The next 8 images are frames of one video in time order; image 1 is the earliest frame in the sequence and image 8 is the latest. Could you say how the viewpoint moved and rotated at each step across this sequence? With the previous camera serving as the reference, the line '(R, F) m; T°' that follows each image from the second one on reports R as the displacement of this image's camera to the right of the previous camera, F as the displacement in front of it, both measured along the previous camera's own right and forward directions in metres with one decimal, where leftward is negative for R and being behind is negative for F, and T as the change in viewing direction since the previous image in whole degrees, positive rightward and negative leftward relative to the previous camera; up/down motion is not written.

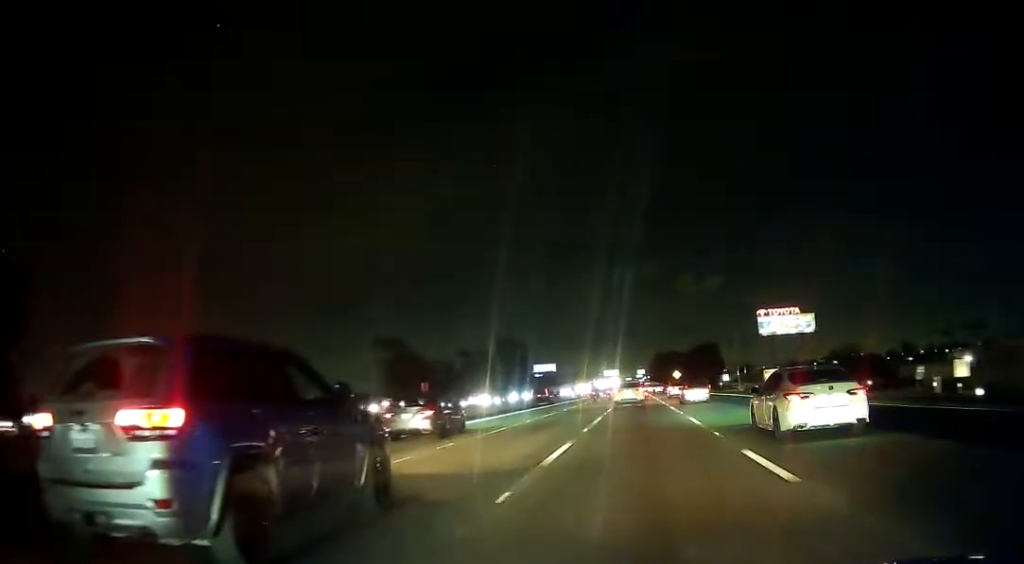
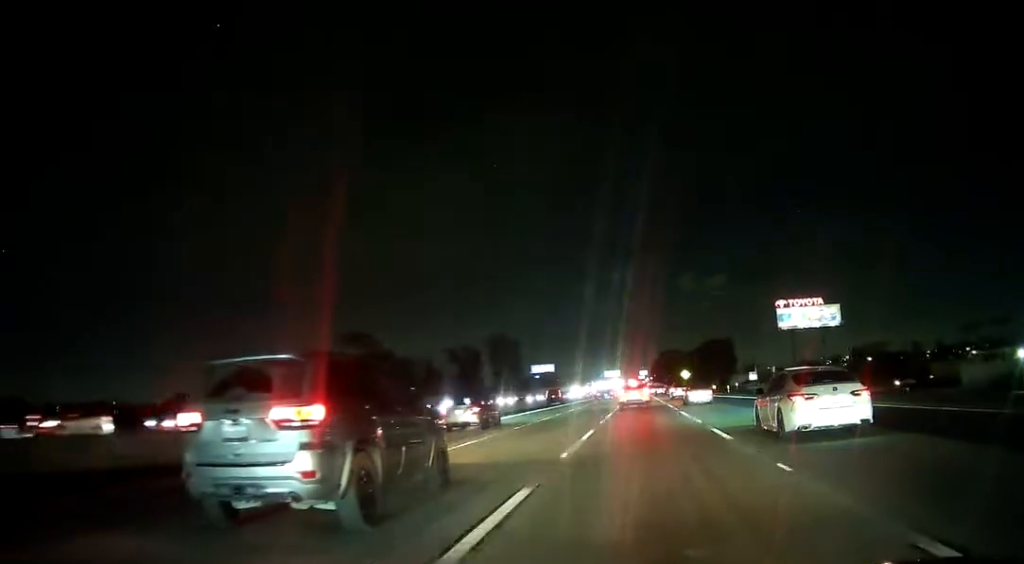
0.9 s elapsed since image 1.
(-0.1, +22.7) m; 0°
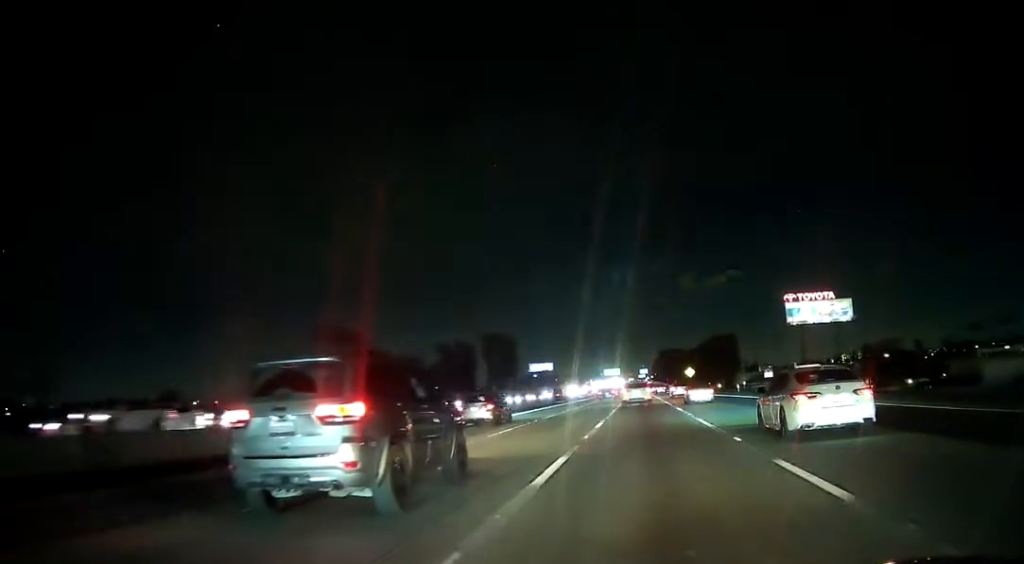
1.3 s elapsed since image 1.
(+0.2, +9.8) m; 0°
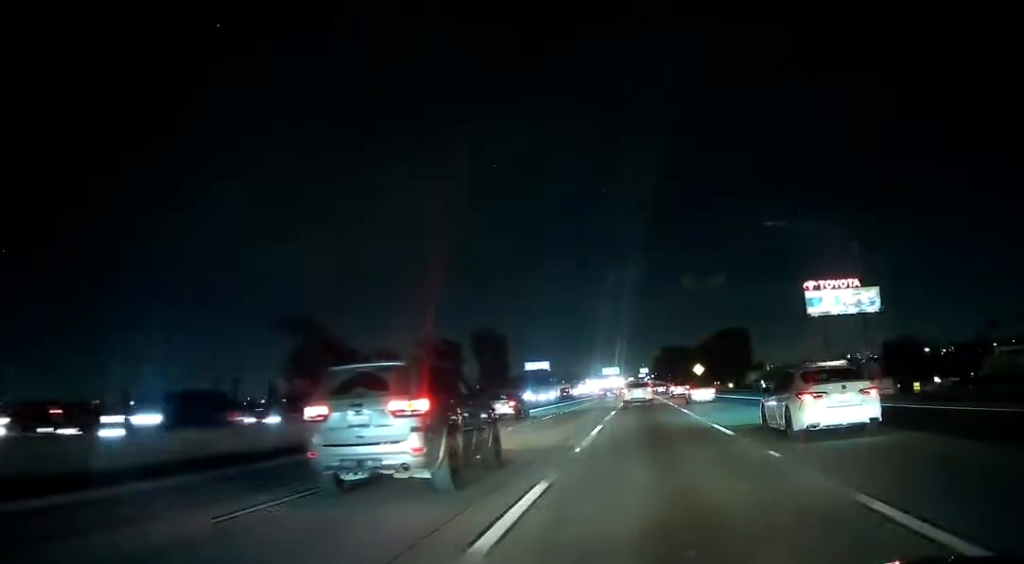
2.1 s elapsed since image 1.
(+0.1, +18.1) m; 0°
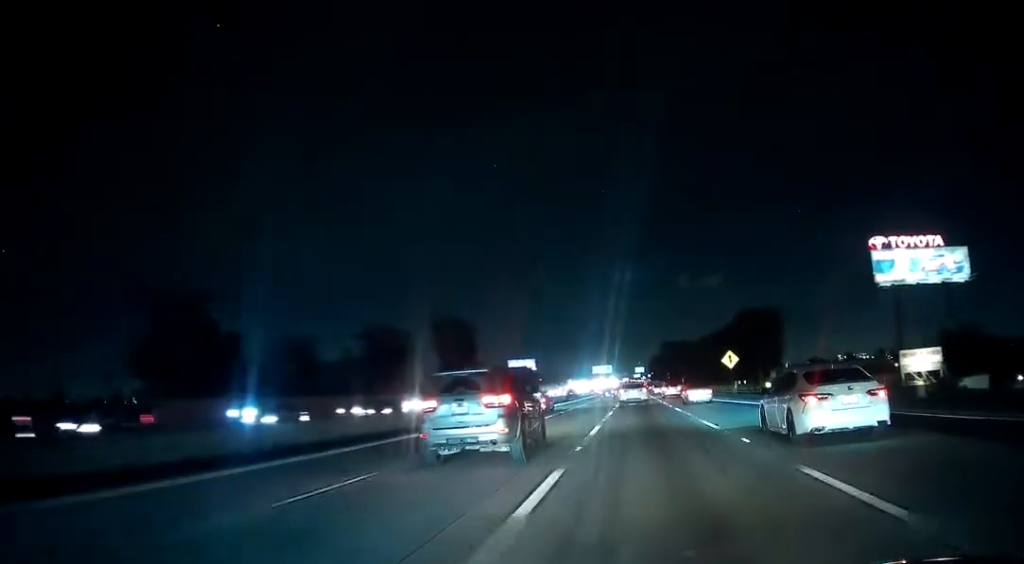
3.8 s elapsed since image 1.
(-0.2, +42.8) m; 0°
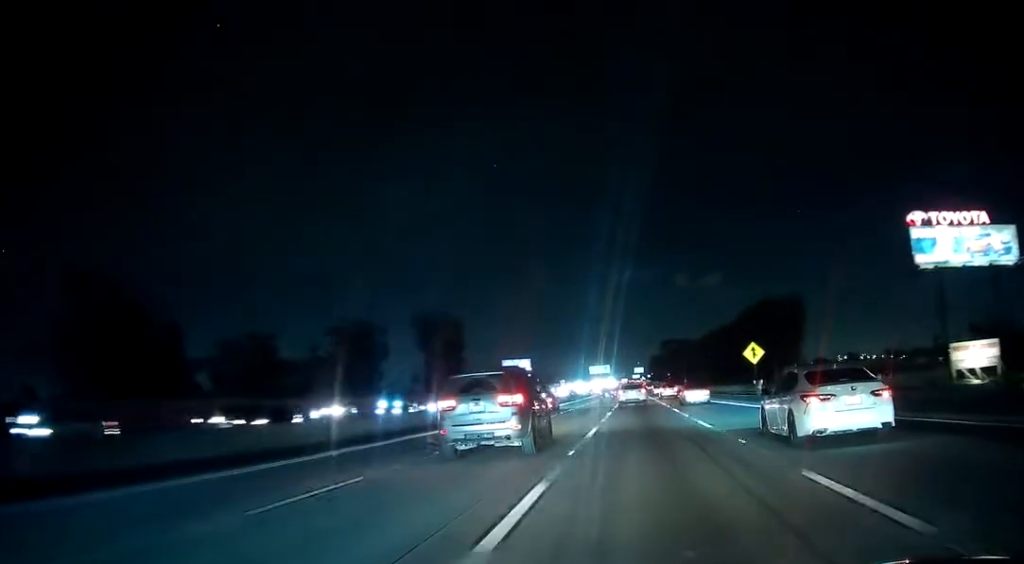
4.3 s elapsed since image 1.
(0.0, +14.5) m; 0°
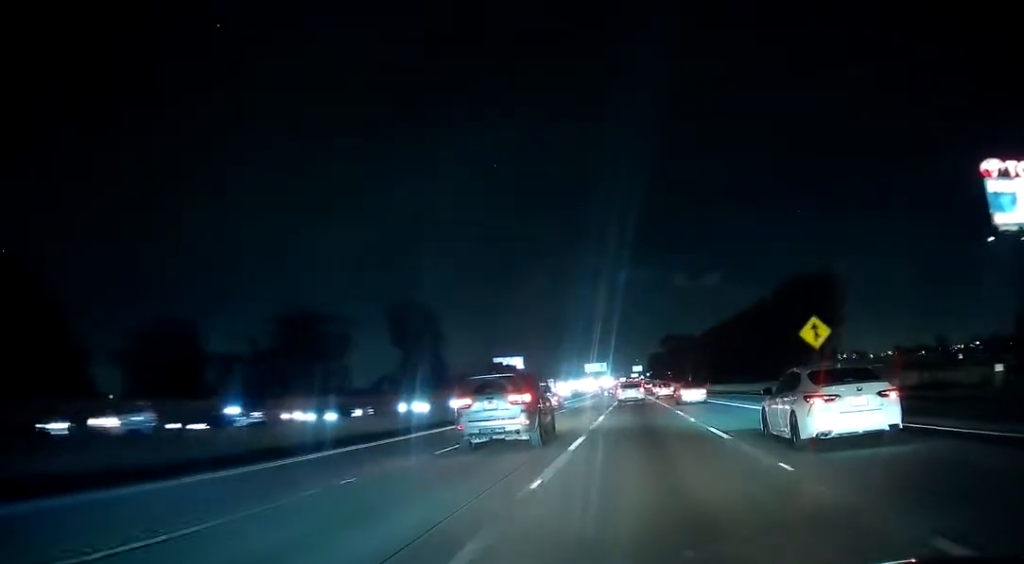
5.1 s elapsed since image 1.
(0.0, +20.6) m; 0°
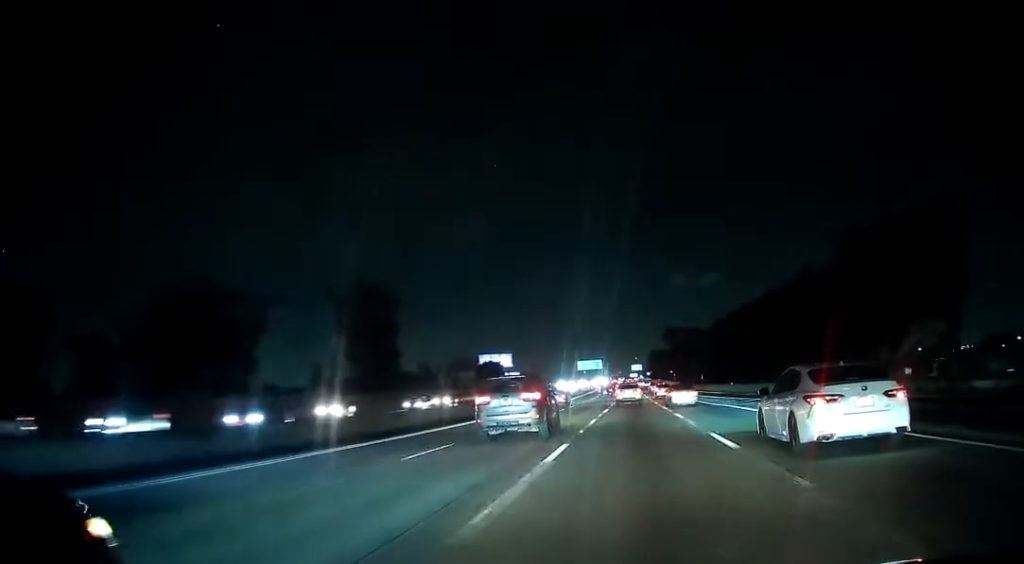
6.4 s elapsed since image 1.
(+0.1, +32.2) m; 0°
